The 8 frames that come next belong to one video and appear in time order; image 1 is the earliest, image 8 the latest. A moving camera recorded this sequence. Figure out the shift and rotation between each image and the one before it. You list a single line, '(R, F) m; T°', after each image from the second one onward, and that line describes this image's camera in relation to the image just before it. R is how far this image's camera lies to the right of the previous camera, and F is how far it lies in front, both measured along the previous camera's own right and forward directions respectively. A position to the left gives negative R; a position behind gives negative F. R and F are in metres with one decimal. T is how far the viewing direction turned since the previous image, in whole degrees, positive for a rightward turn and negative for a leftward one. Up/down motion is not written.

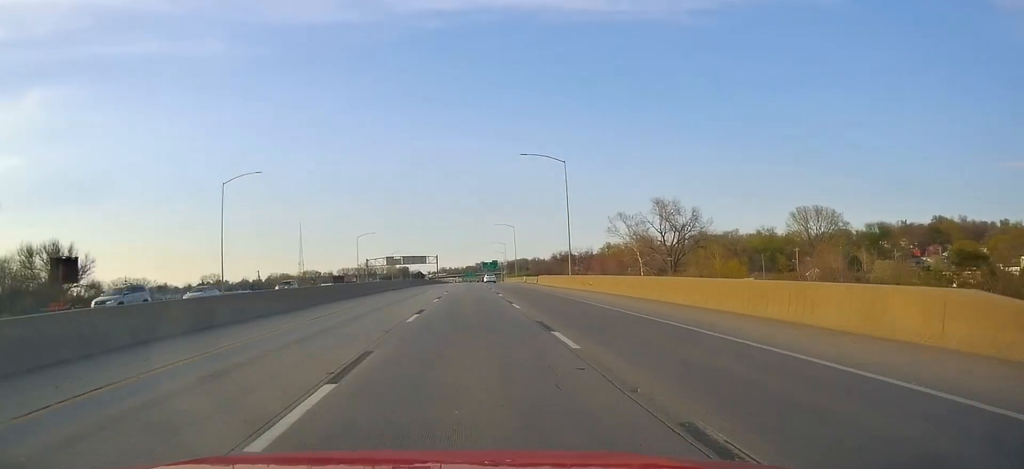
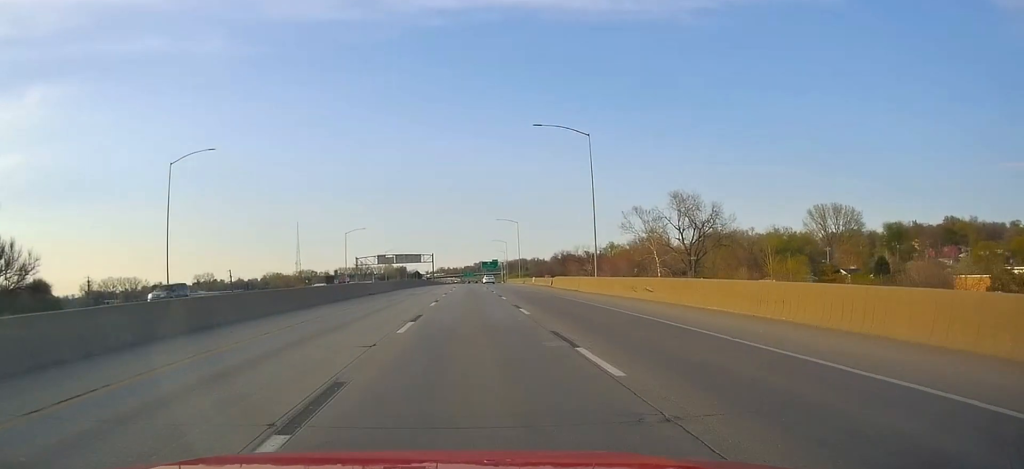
(-0.1, +14.7) m; 0°
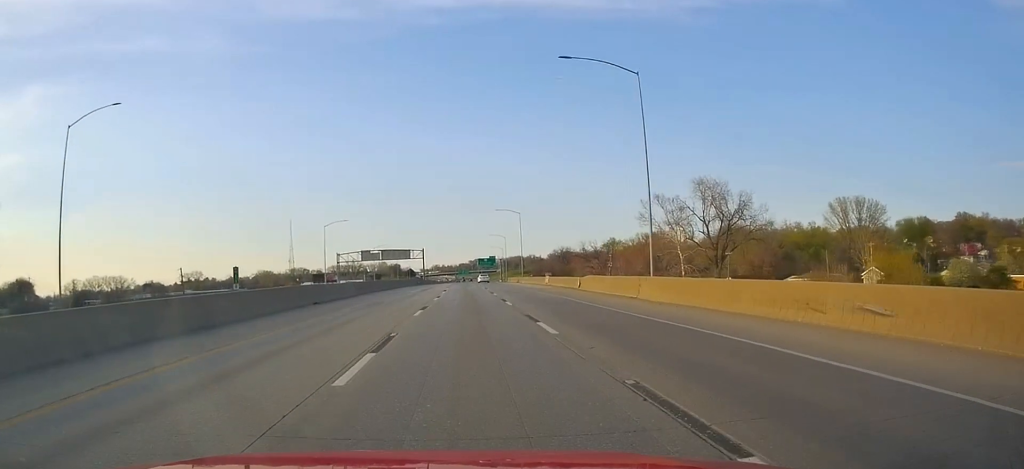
(-0.2, +18.9) m; 0°
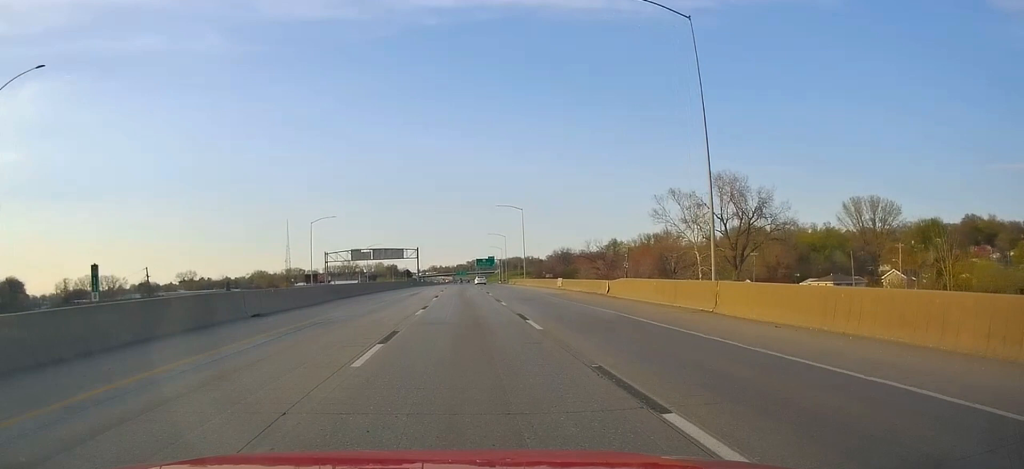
(0.0, +10.4) m; 0°
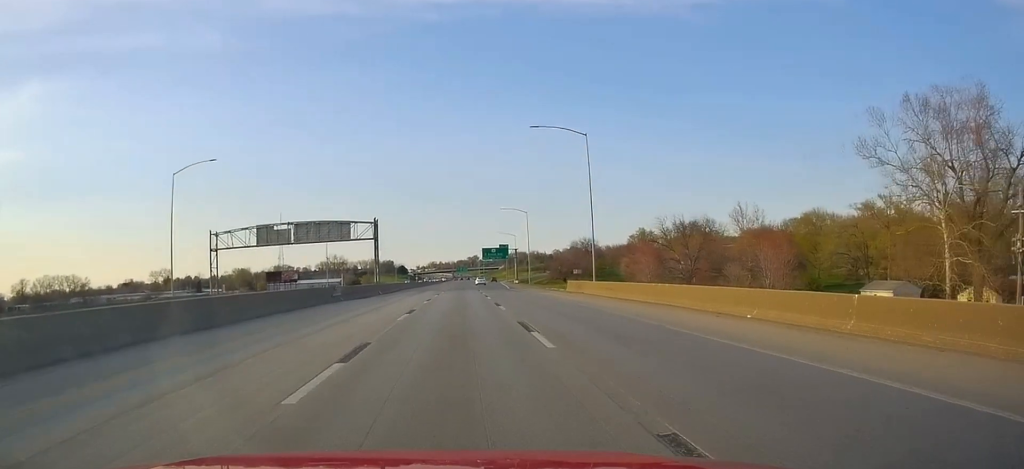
(+1.4, +64.1) m; +2°
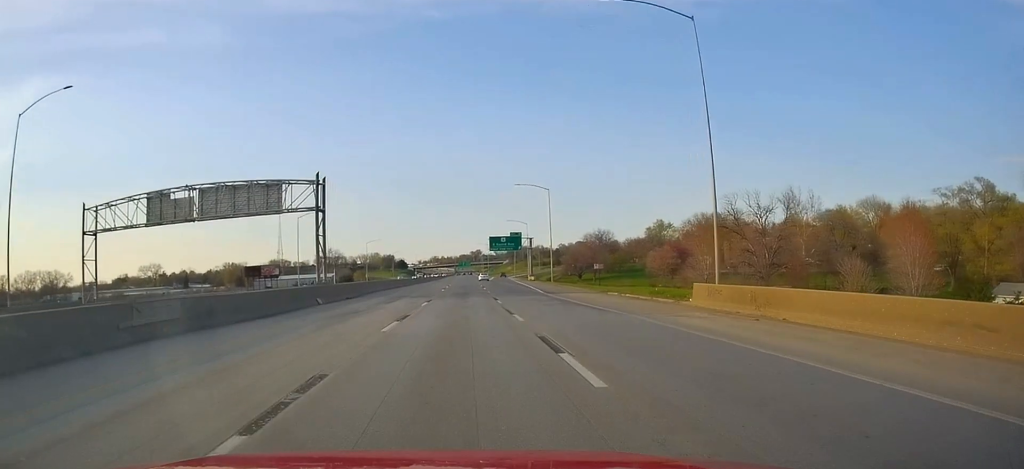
(-0.7, +28.4) m; -1°
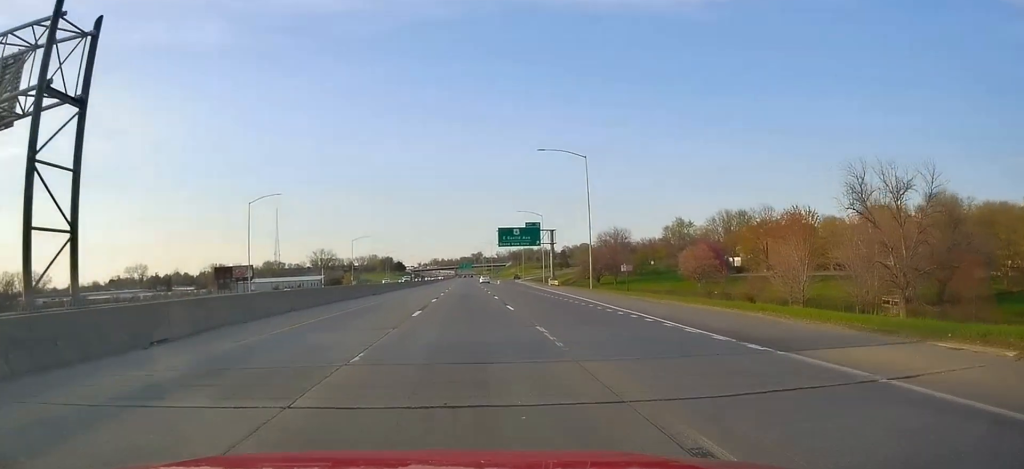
(+0.2, +28.9) m; 0°
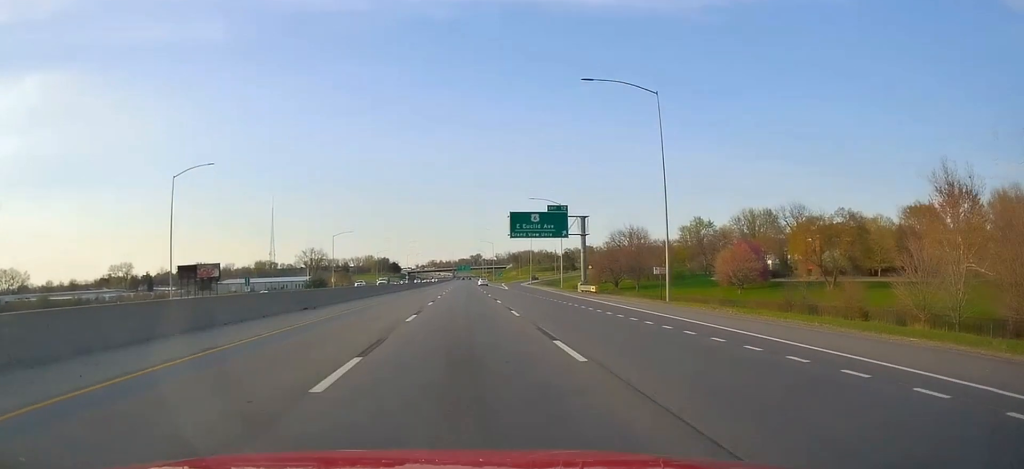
(-0.2, +26.0) m; +1°
